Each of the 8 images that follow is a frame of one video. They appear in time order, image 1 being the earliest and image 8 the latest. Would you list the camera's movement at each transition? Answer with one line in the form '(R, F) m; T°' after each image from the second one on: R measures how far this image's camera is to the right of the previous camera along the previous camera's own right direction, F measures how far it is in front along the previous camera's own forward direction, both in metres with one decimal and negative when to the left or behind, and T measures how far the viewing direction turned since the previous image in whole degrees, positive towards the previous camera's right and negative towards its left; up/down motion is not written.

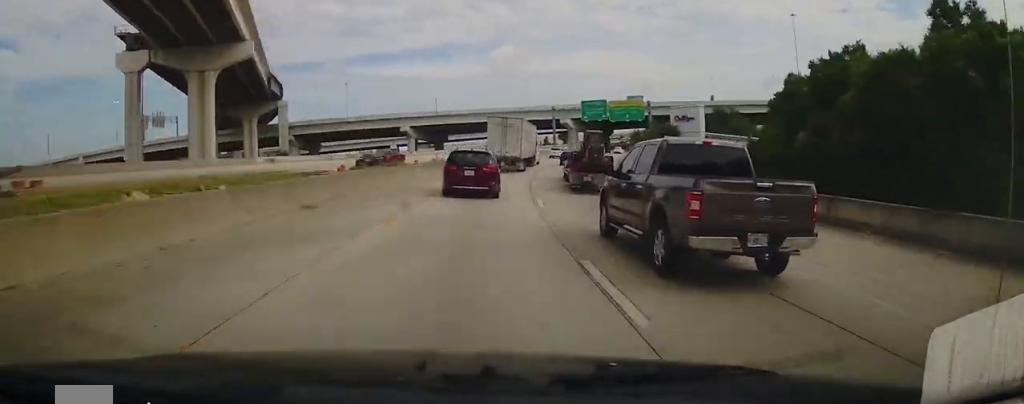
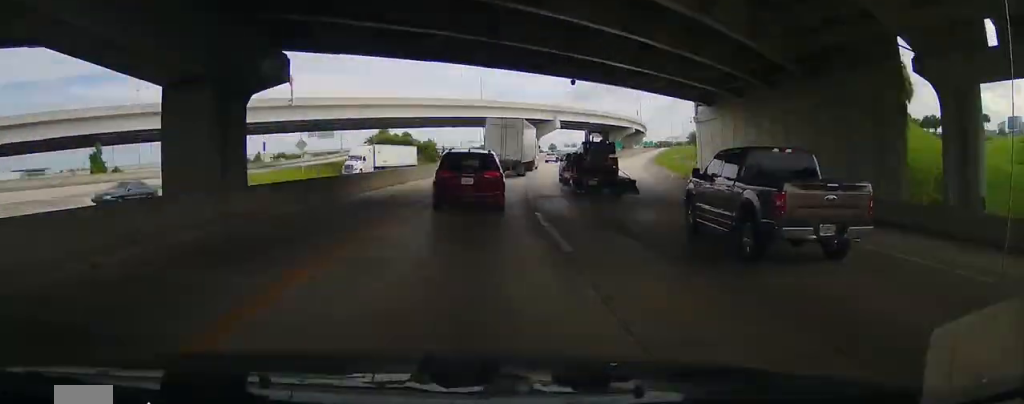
(+33.0, +139.7) m; +24°
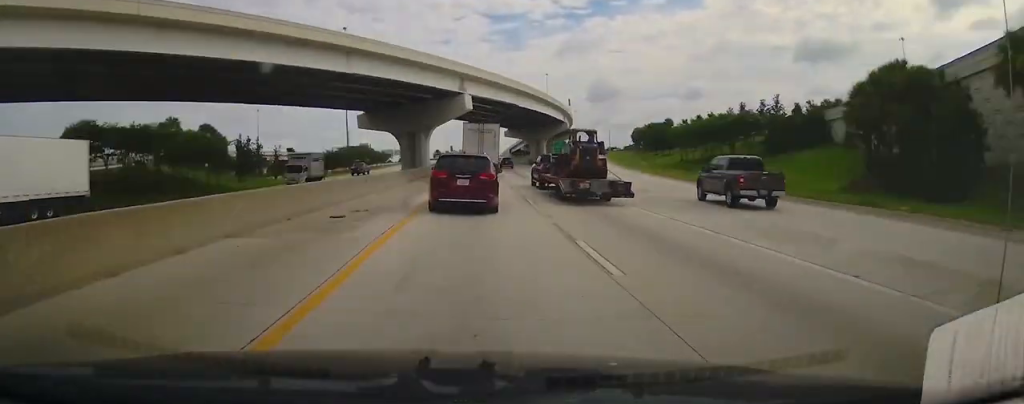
(+5.5, +64.2) m; +6°
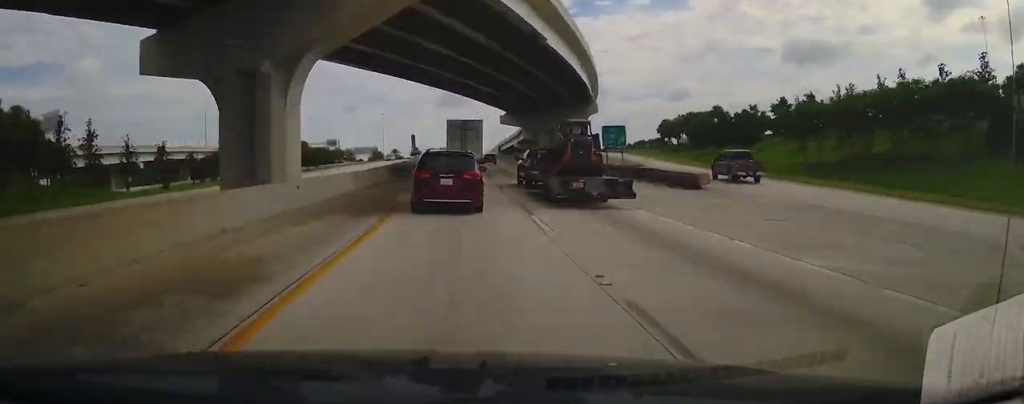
(+2.4, +44.6) m; +3°
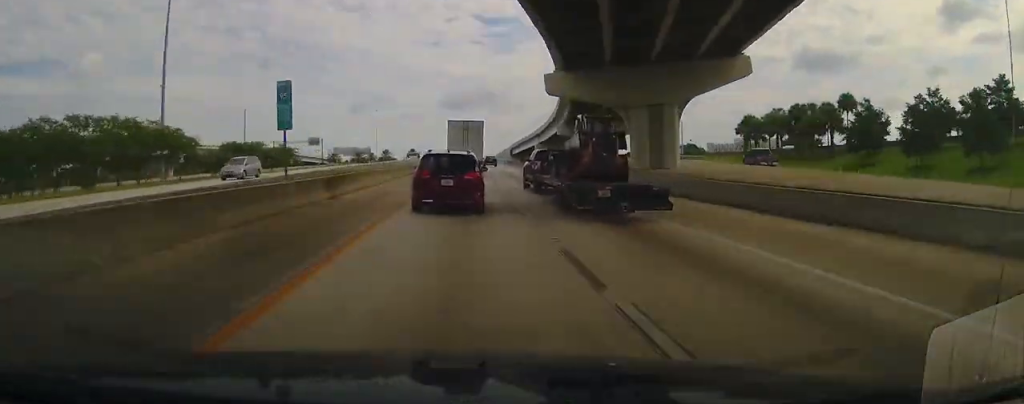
(+0.8, +45.0) m; 0°
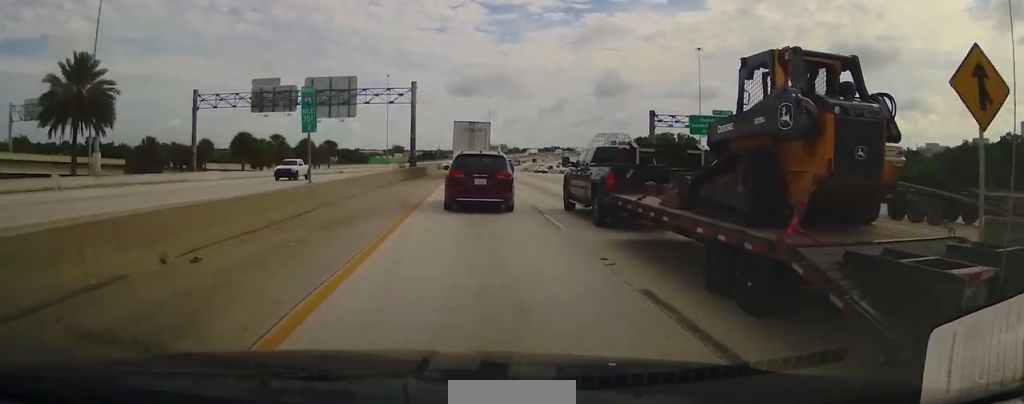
(-7.0, +281.5) m; -1°
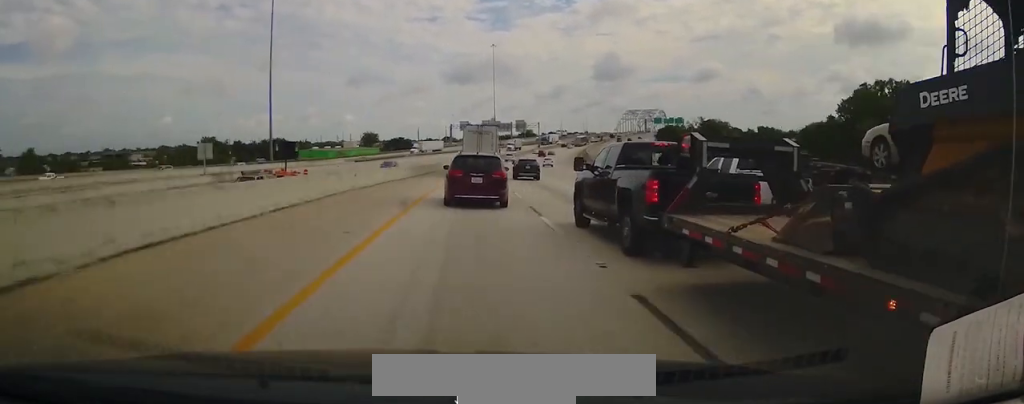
(+3.2, +133.3) m; +5°
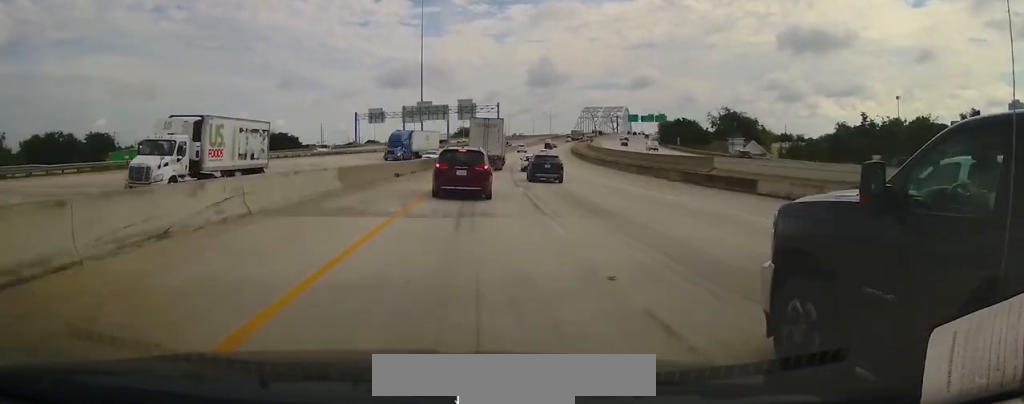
(+2.3, +82.4) m; +6°
